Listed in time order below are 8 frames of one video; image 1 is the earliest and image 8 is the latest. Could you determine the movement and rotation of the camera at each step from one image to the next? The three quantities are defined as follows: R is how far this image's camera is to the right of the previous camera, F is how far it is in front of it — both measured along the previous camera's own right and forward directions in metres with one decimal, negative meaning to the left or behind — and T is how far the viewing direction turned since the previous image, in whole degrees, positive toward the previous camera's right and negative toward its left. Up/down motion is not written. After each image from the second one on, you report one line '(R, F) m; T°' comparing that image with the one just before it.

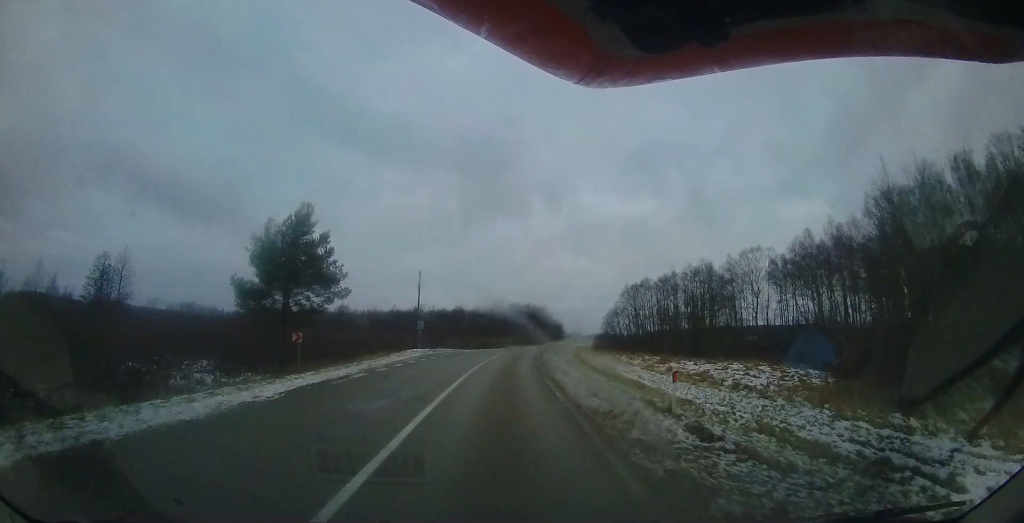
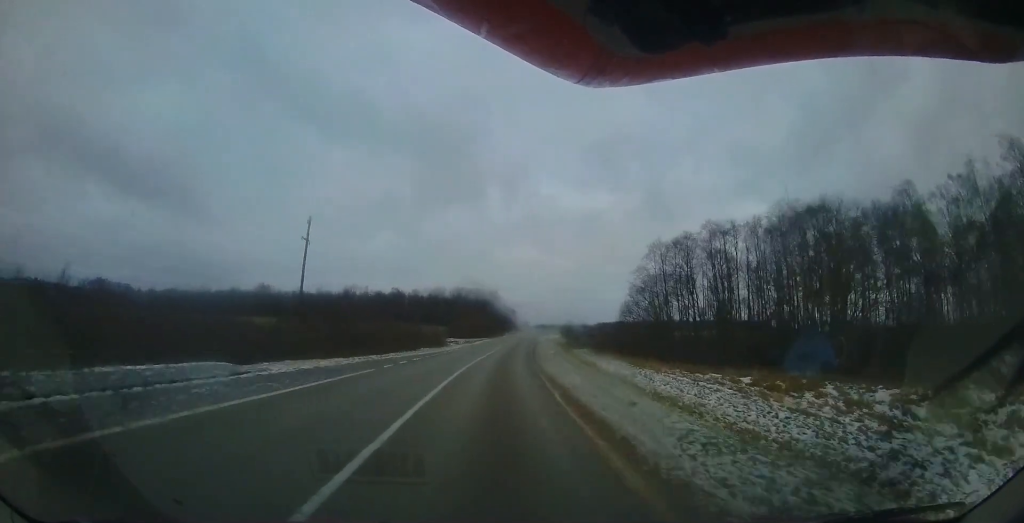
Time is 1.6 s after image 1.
(+2.6, +31.3) m; +10°
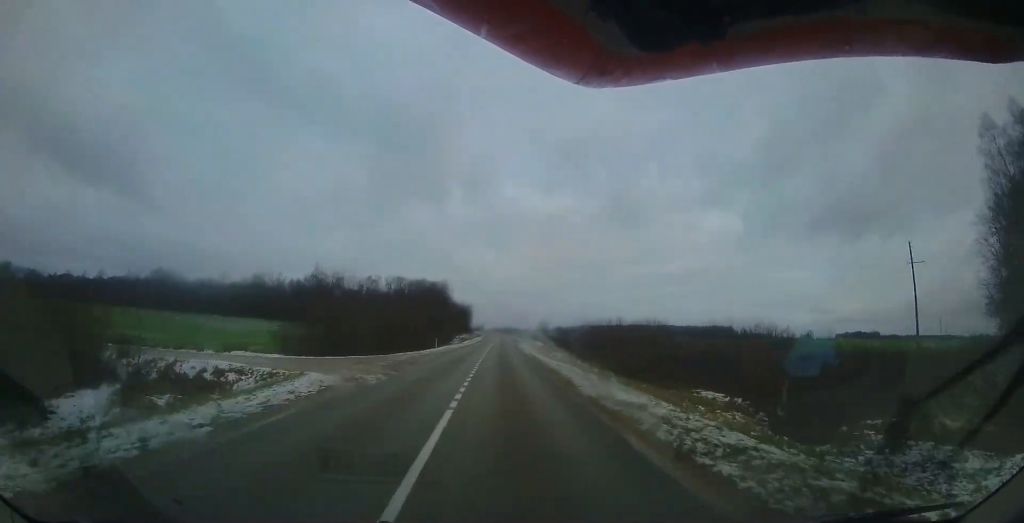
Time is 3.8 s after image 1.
(+5.9, +46.1) m; +12°
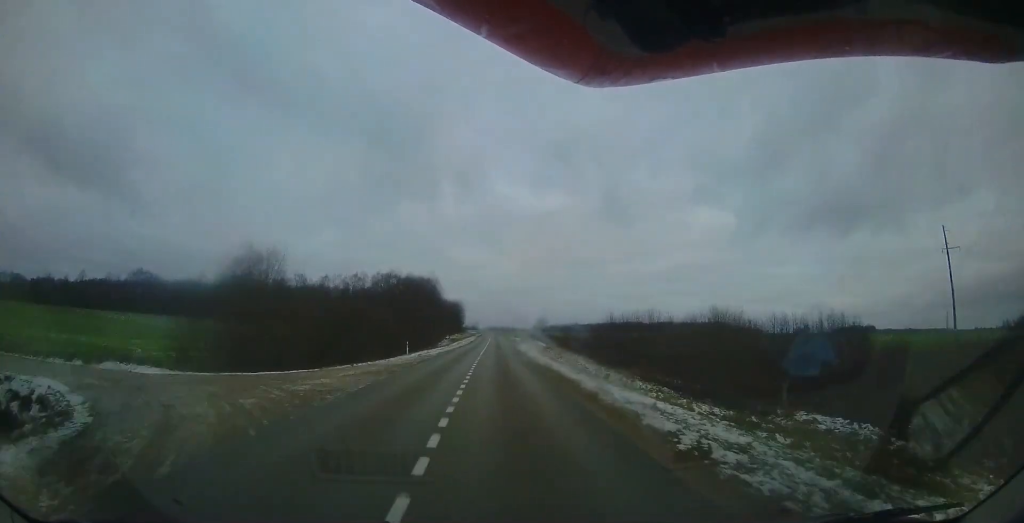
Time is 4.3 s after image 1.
(+0.1, +9.4) m; +1°
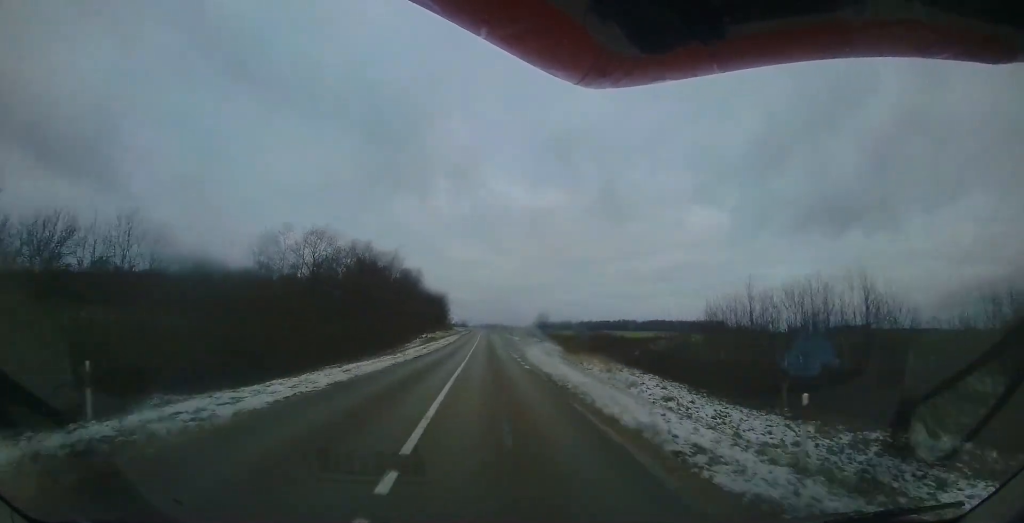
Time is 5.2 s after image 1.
(+0.4, +19.7) m; +2°
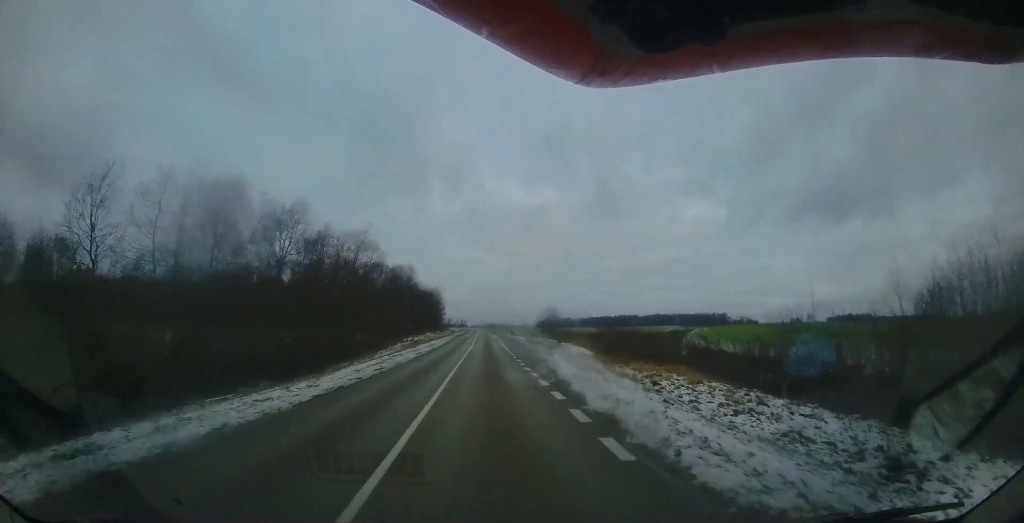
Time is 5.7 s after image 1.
(+0.2, +11.8) m; +1°
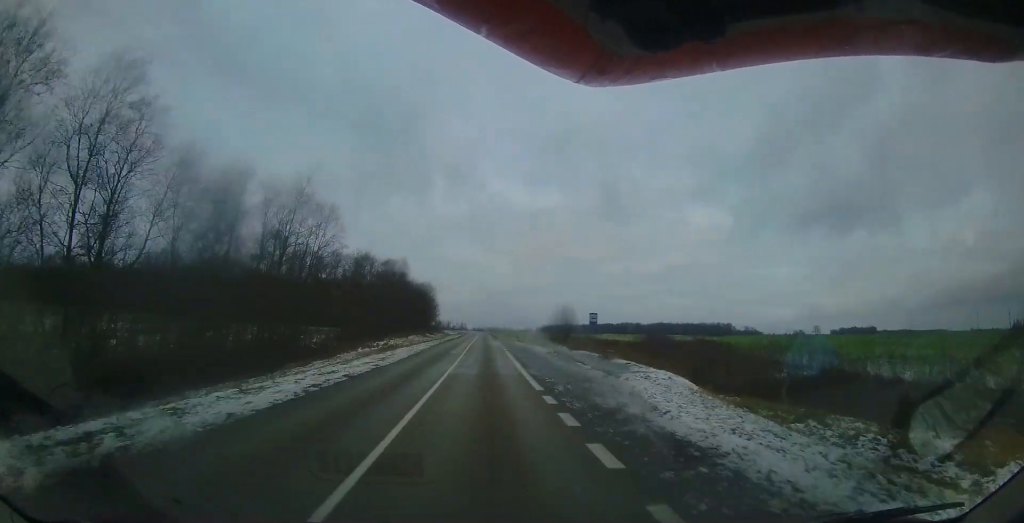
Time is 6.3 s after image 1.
(0.0, +14.2) m; +1°
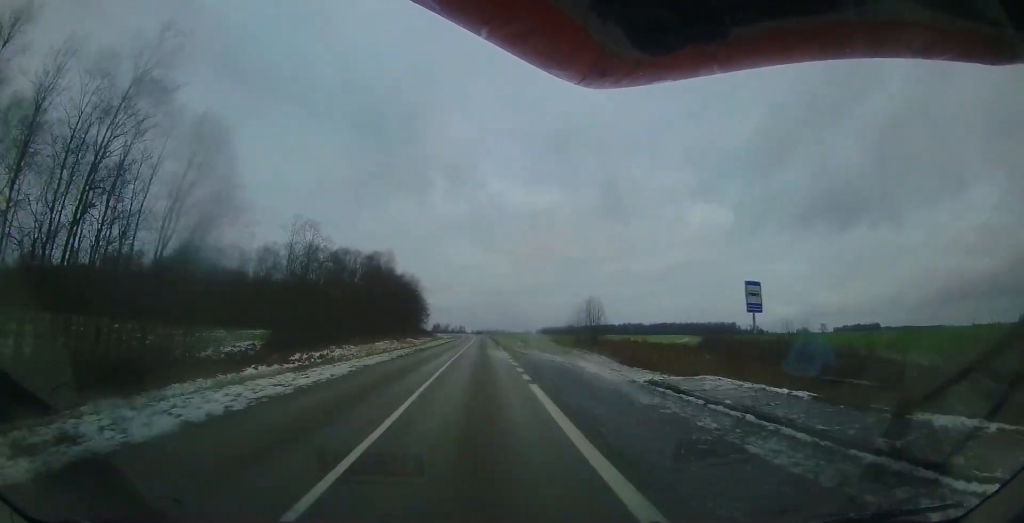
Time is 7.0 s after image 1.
(+0.1, +15.7) m; 0°
